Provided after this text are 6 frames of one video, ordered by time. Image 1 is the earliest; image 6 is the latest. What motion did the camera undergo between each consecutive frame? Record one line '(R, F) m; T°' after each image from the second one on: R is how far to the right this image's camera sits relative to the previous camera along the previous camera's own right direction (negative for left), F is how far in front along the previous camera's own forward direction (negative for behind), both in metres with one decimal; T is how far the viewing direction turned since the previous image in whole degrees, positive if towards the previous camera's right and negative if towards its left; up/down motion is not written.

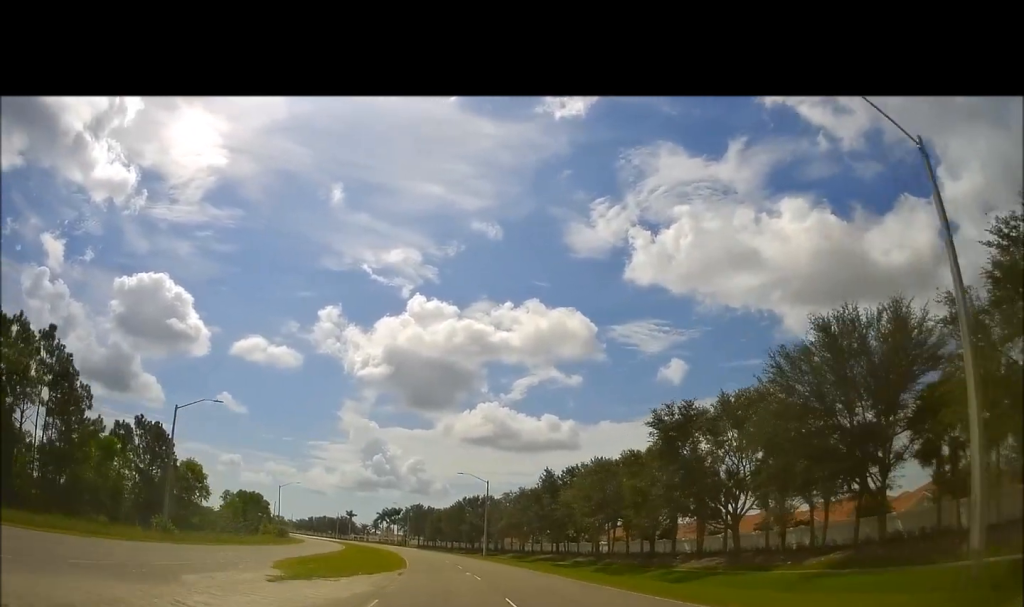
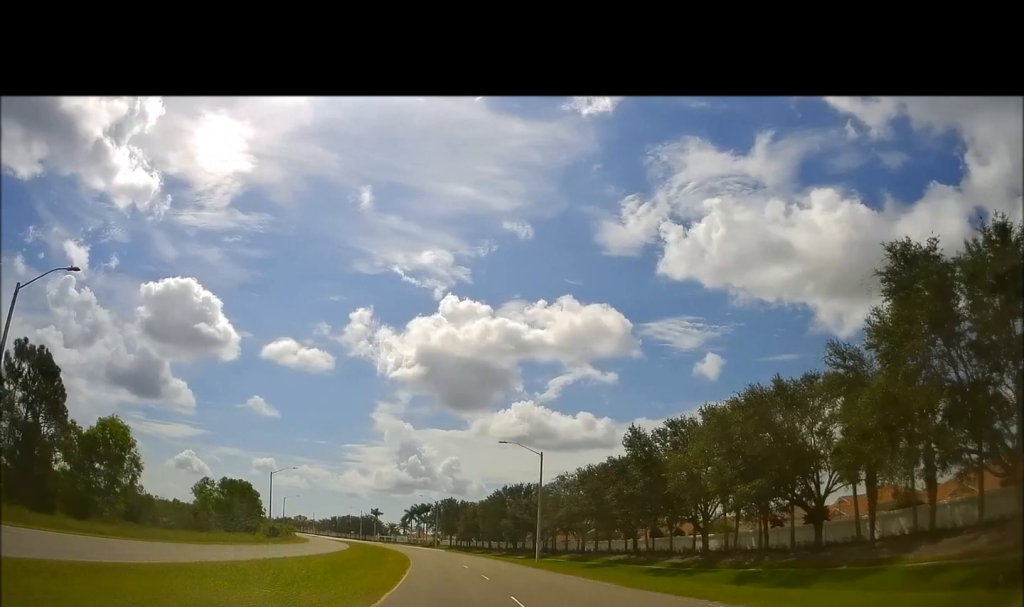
(-0.7, +25.3) m; -4°
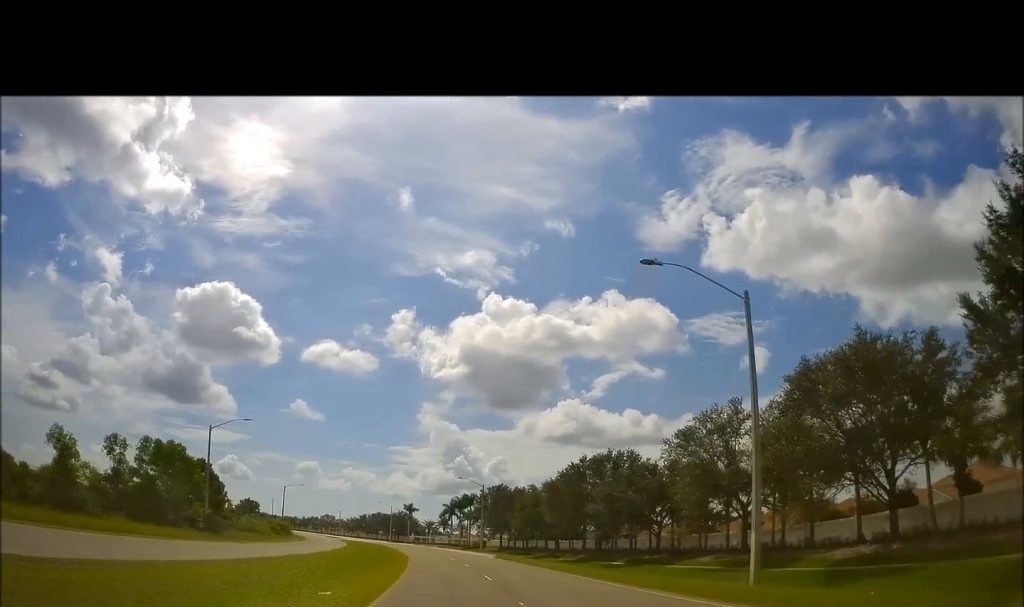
(-2.2, +38.0) m; -4°
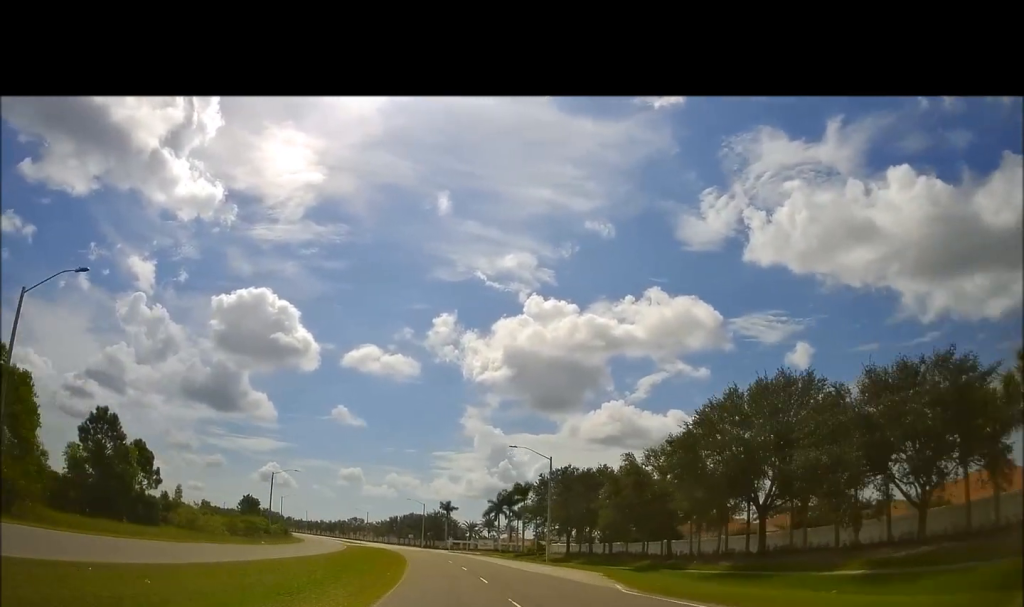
(-1.5, +33.9) m; -6°
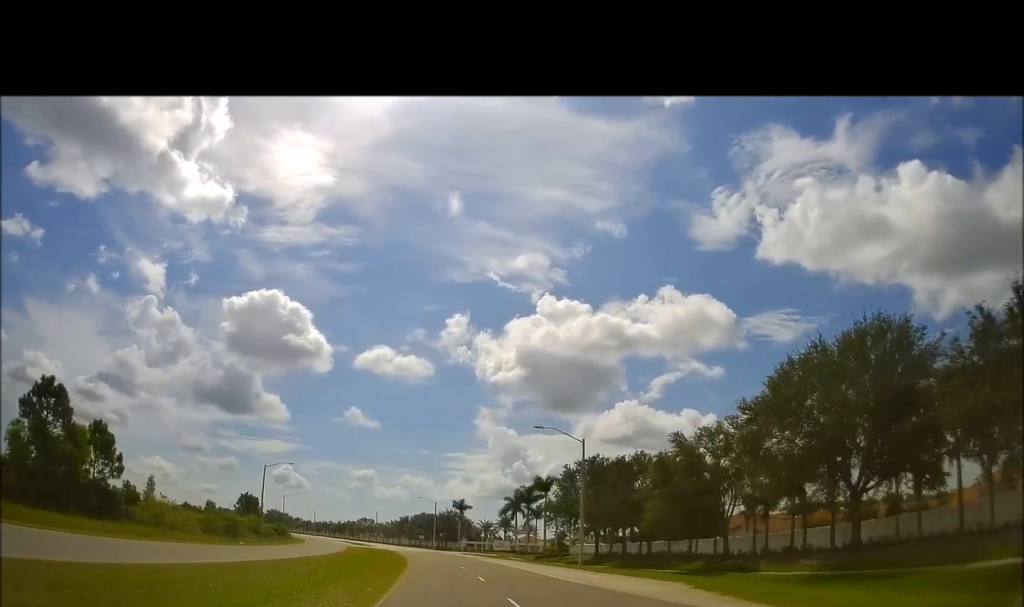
(-0.2, +10.3) m; -1°
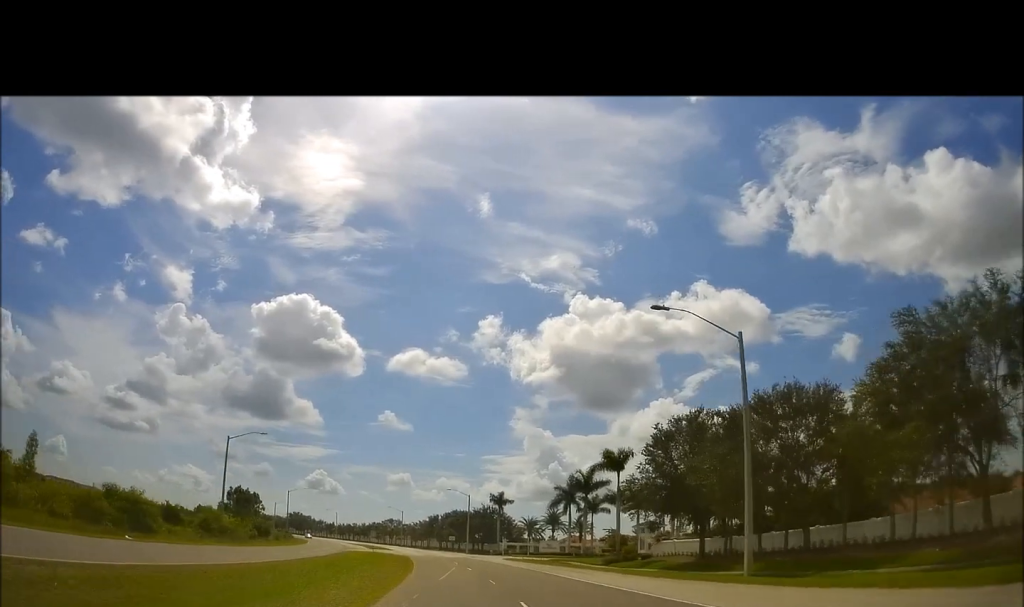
(-0.5, +25.4) m; -1°
